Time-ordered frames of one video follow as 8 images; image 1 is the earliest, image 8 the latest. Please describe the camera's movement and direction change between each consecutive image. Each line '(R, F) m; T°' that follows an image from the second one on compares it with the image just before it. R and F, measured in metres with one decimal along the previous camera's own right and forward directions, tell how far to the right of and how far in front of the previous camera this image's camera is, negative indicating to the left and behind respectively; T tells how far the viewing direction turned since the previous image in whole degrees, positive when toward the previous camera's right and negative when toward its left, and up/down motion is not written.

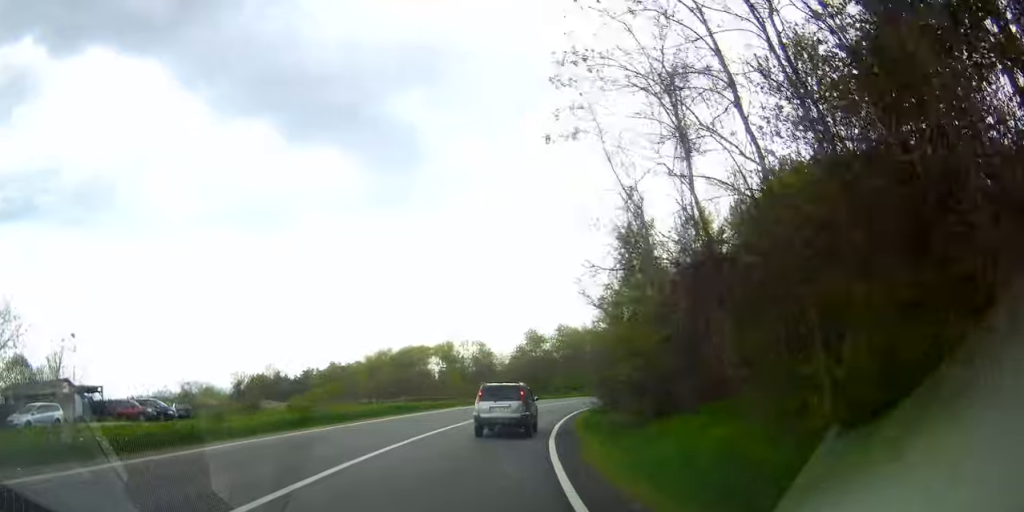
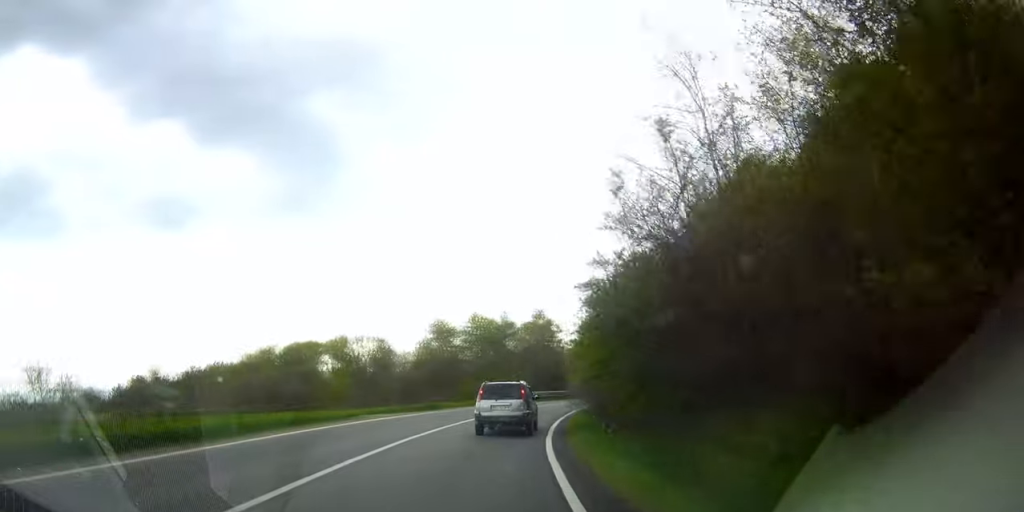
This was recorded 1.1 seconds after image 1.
(+2.2, +20.7) m; +12°
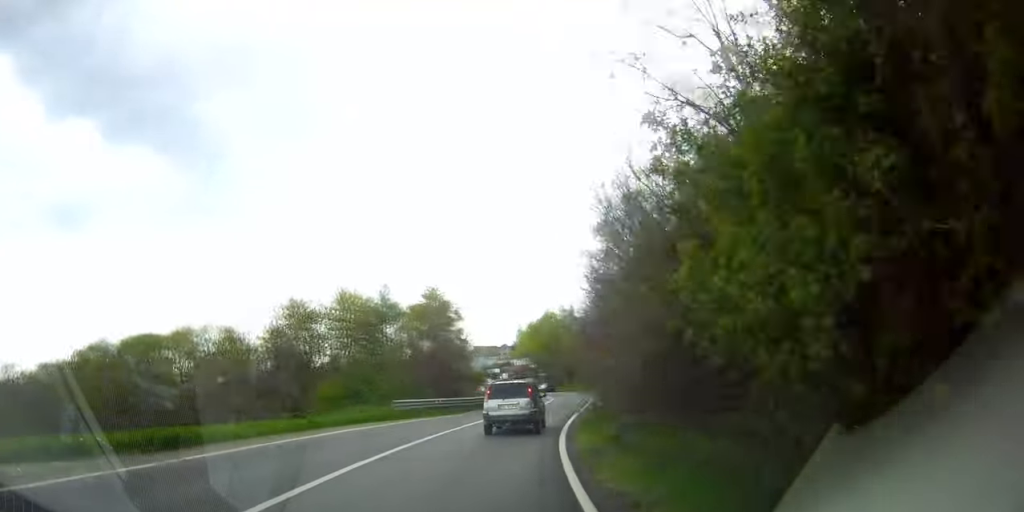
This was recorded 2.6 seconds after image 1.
(+3.5, +27.9) m; +15°
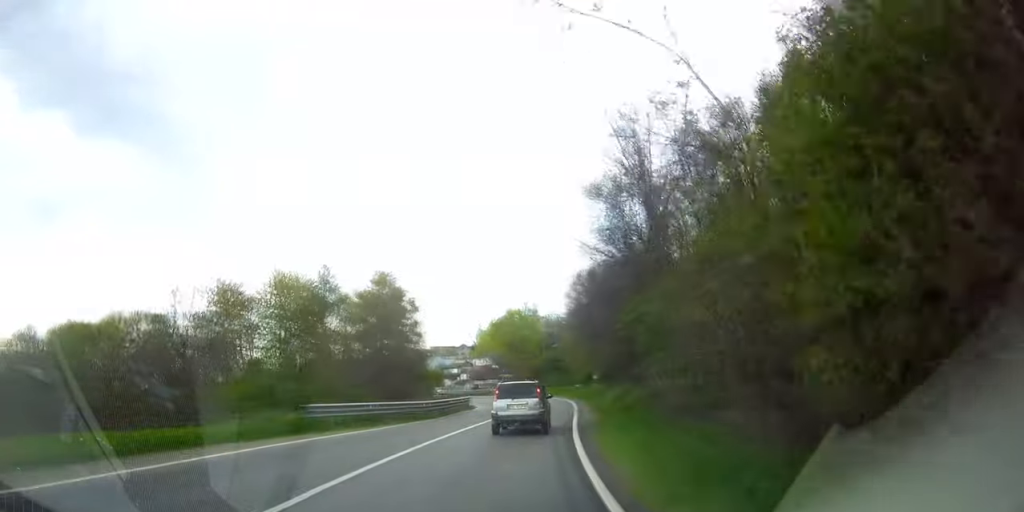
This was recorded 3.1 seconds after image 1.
(+0.9, +10.2) m; +4°
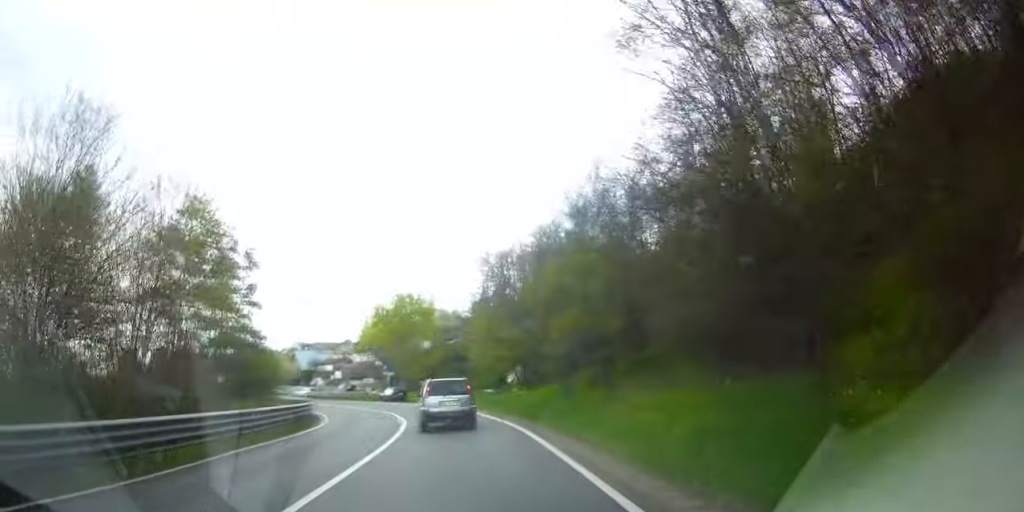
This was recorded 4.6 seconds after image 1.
(+1.4, +23.4) m; +9°
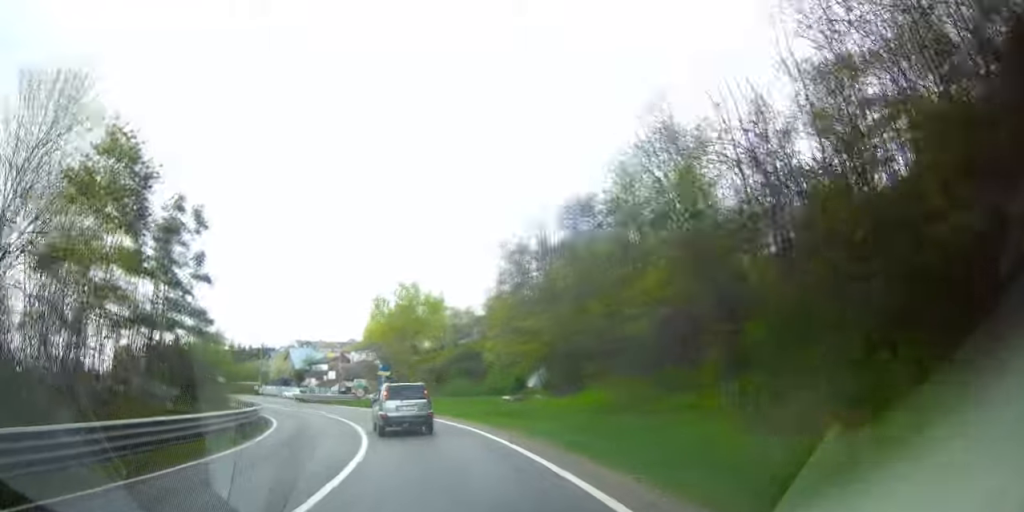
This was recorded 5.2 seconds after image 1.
(+0.8, +9.8) m; +4°
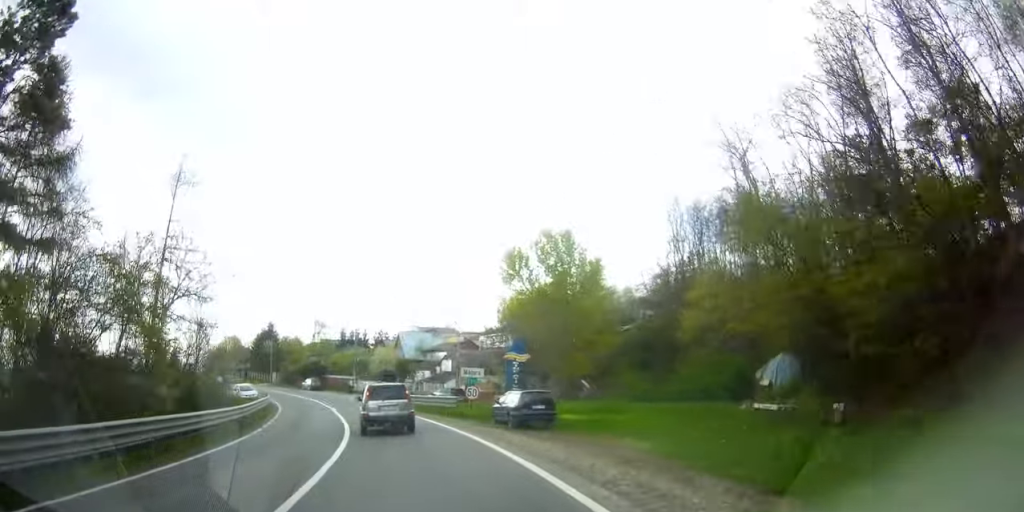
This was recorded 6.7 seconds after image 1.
(+0.9, +24.3) m; +3°
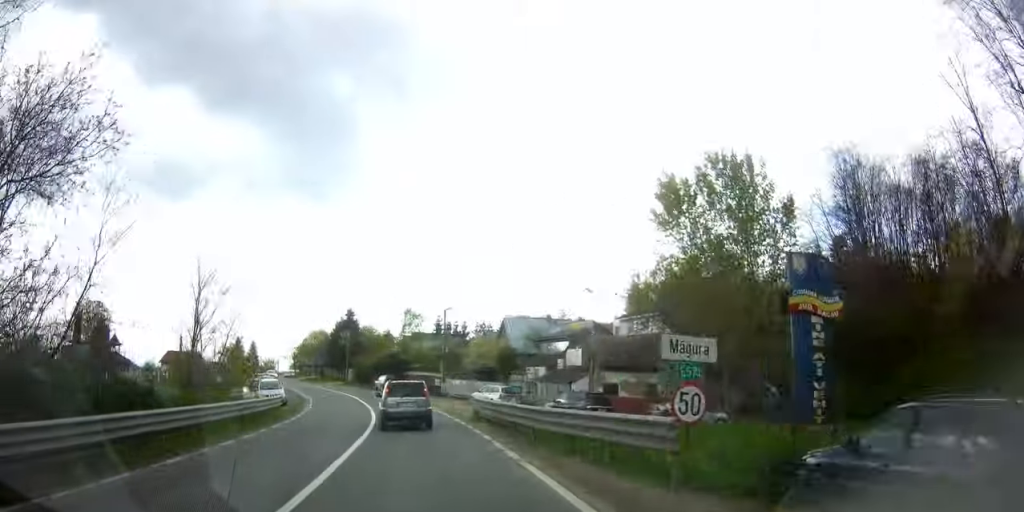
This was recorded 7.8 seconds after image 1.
(-0.1, +18.0) m; -4°
